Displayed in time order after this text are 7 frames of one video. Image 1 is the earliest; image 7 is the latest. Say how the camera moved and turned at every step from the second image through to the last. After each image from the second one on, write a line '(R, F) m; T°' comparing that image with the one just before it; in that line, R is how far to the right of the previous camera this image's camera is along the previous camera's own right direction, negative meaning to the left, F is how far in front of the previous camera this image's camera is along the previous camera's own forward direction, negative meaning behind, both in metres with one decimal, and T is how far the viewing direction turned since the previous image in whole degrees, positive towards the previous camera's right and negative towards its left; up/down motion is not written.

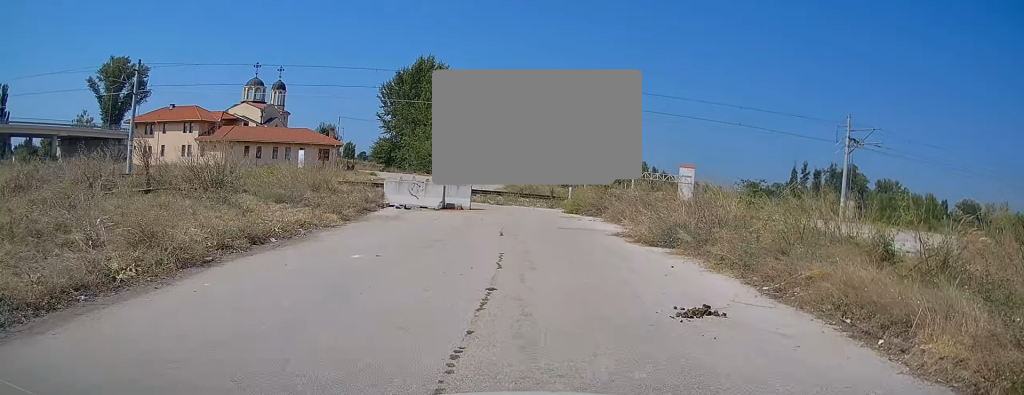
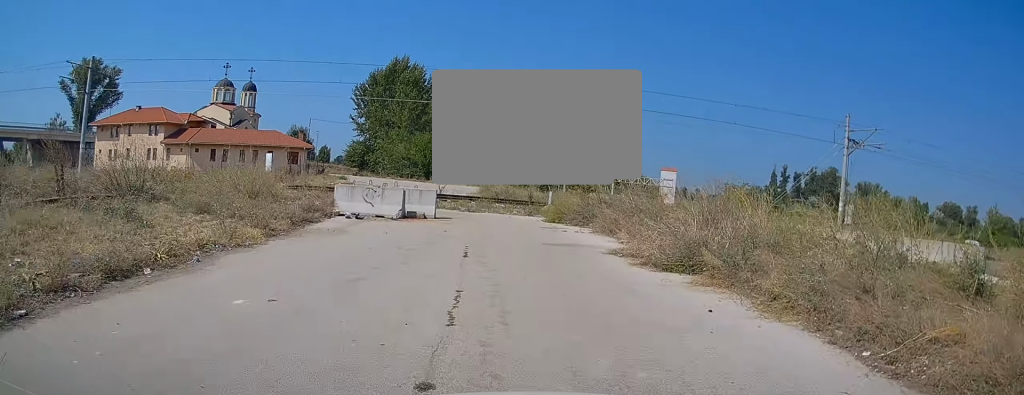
(0.0, +3.2) m; +3°
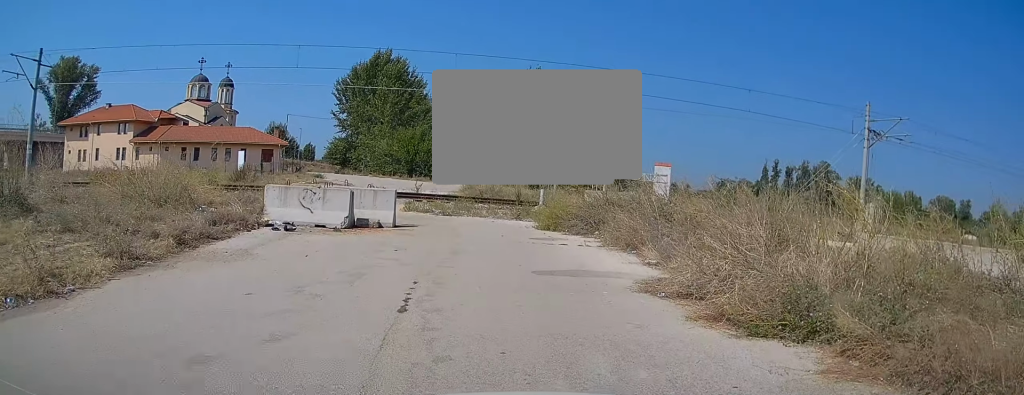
(+0.4, +4.6) m; 0°
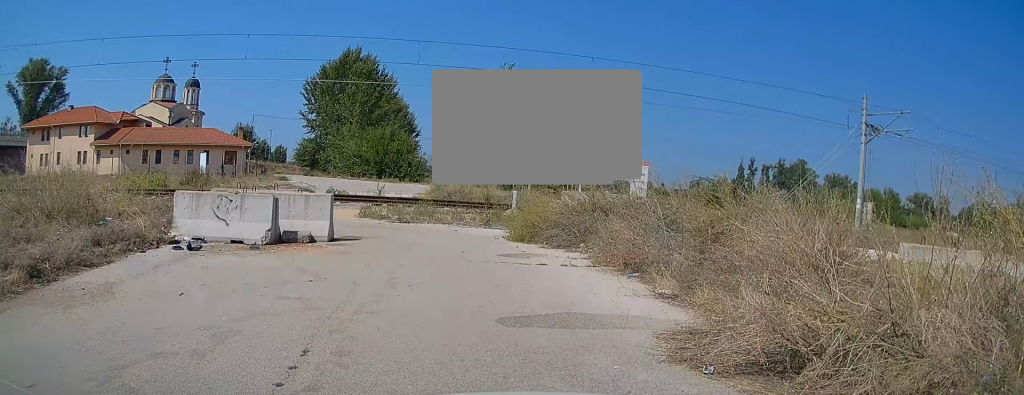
(-0.3, +3.2) m; -1°
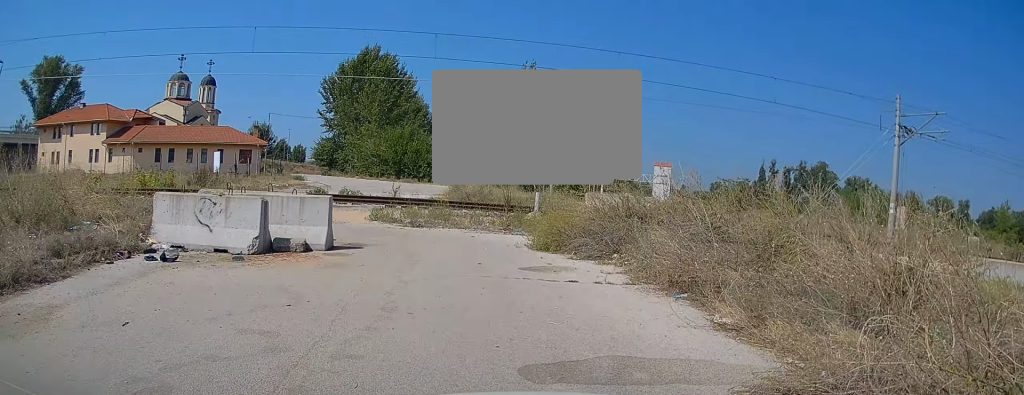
(+0.2, +1.6) m; +2°
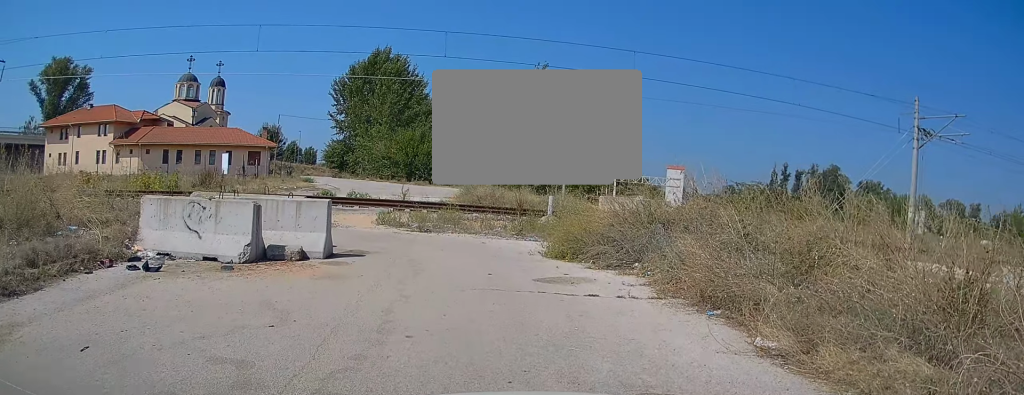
(+0.2, +1.0) m; +2°
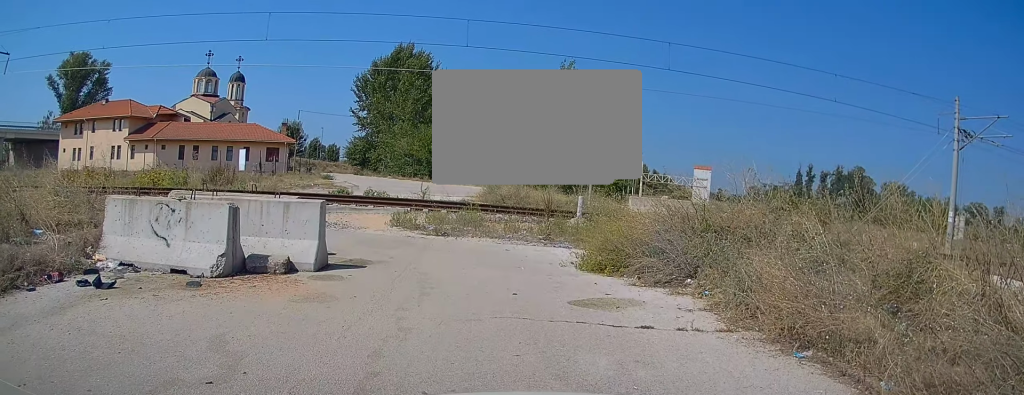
(-0.3, +1.6) m; 0°
